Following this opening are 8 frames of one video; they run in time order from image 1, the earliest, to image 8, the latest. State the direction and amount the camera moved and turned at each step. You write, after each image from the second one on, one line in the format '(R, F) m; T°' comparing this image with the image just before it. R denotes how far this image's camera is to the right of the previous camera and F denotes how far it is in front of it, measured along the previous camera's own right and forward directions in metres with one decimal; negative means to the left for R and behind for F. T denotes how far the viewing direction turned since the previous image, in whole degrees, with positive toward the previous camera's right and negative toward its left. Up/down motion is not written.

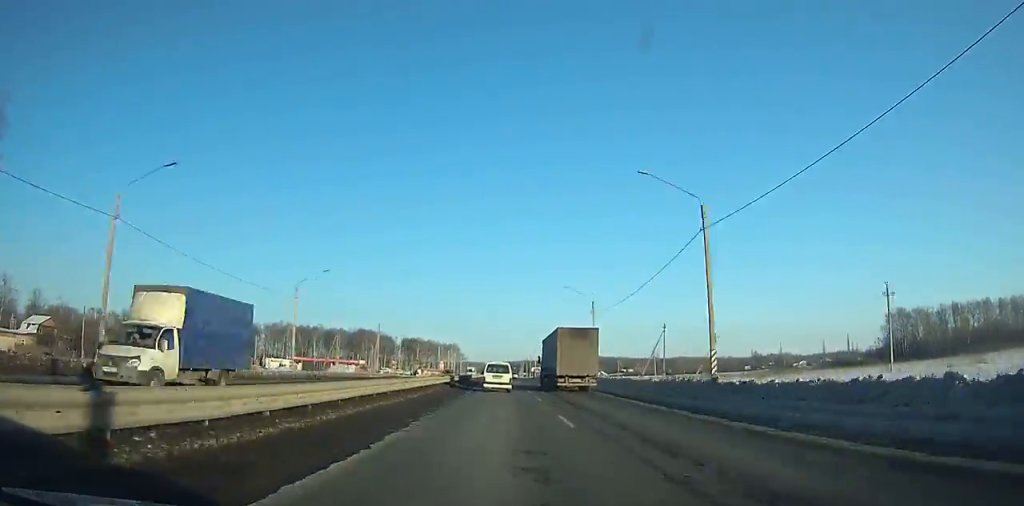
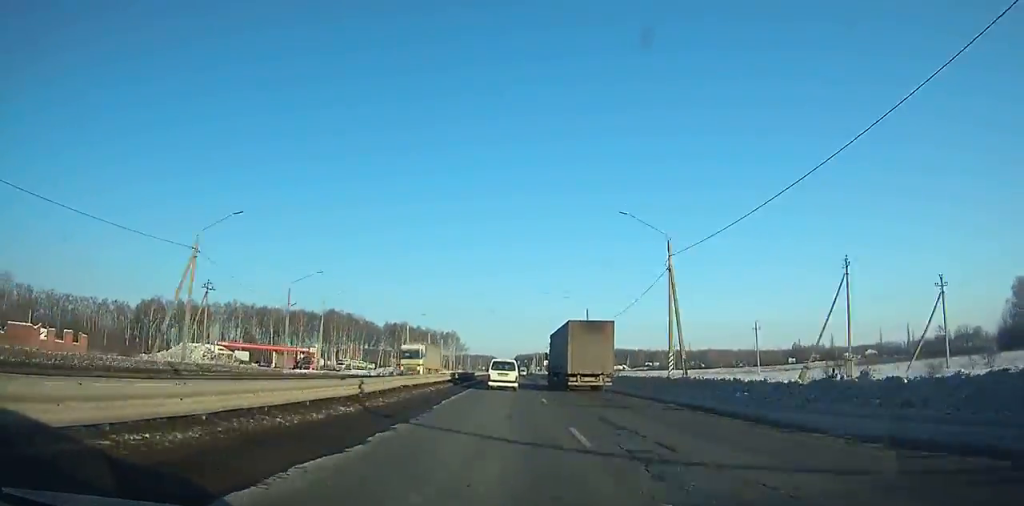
(-0.5, +58.6) m; 0°
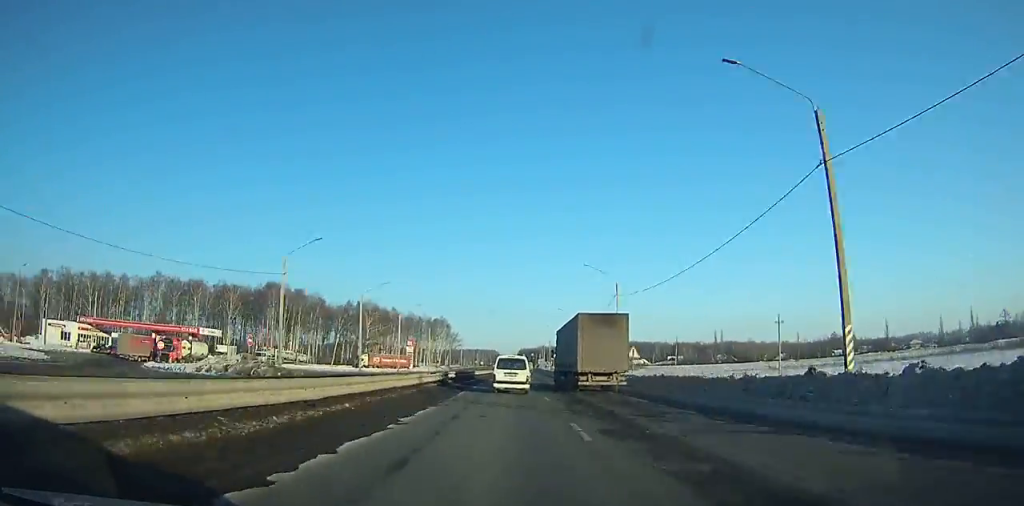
(0.0, +57.6) m; 0°
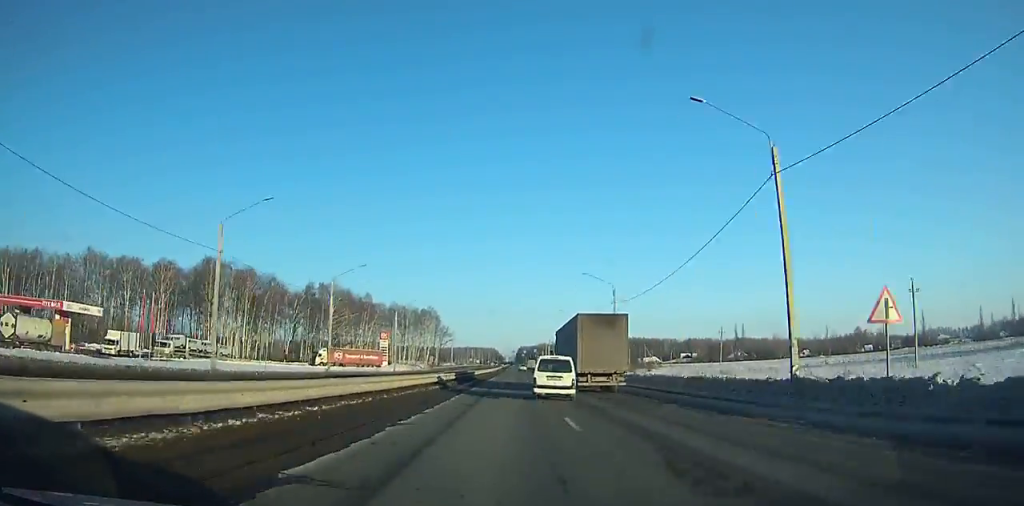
(+0.2, +35.0) m; 0°
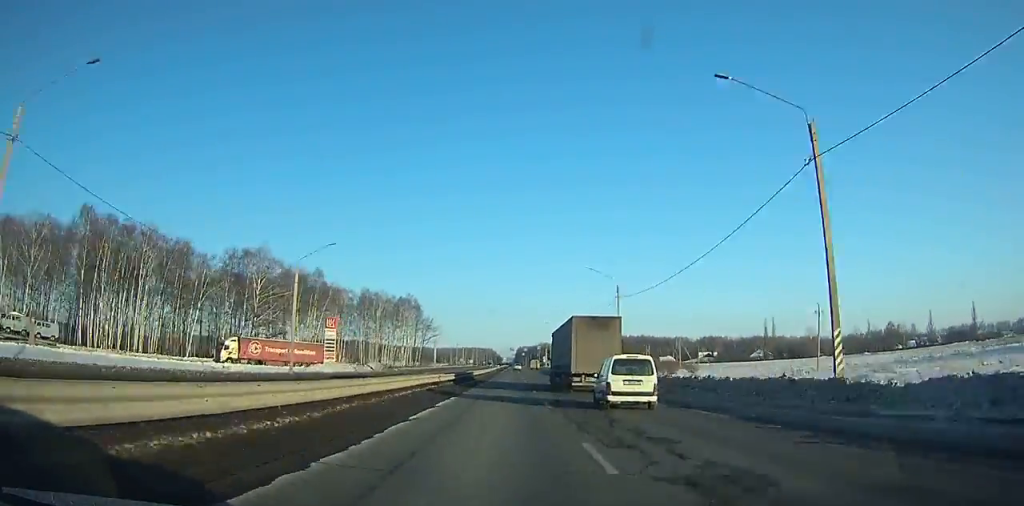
(+0.1, +42.2) m; 0°
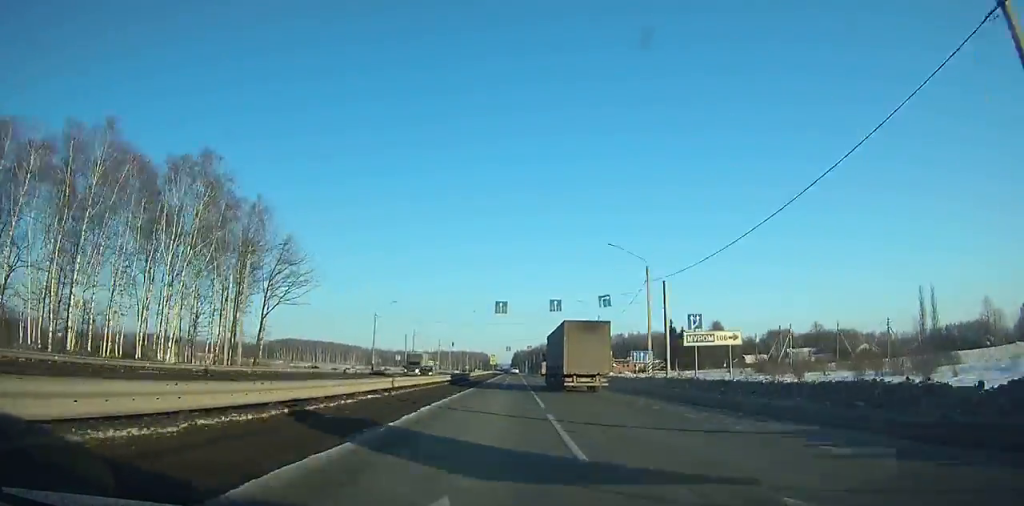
(-0.1, +121.5) m; 0°
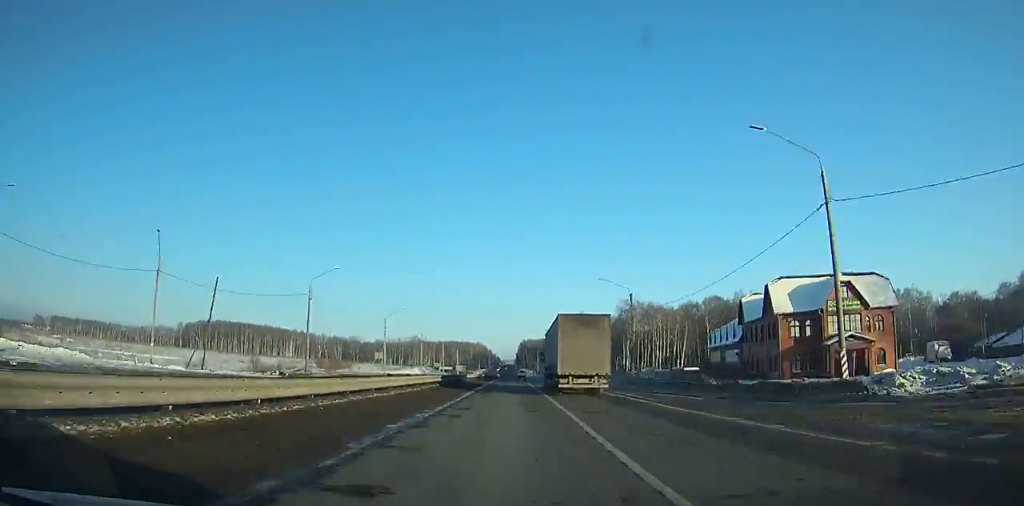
(-0.5, +180.1) m; 0°
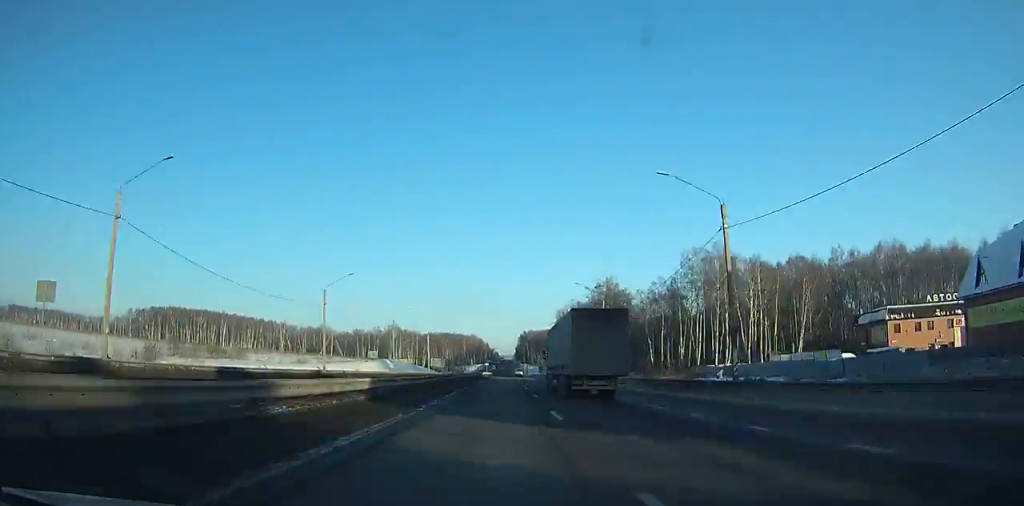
(0.0, +66.8) m; 0°
